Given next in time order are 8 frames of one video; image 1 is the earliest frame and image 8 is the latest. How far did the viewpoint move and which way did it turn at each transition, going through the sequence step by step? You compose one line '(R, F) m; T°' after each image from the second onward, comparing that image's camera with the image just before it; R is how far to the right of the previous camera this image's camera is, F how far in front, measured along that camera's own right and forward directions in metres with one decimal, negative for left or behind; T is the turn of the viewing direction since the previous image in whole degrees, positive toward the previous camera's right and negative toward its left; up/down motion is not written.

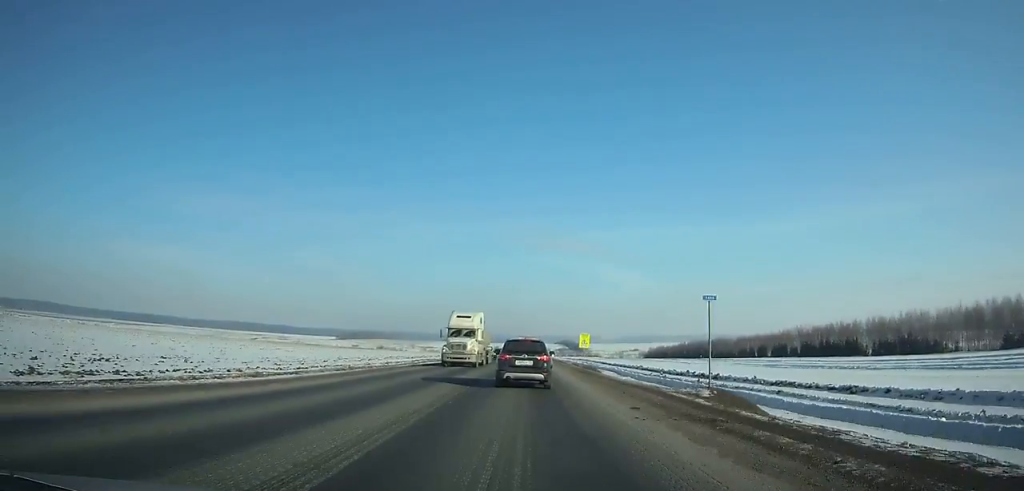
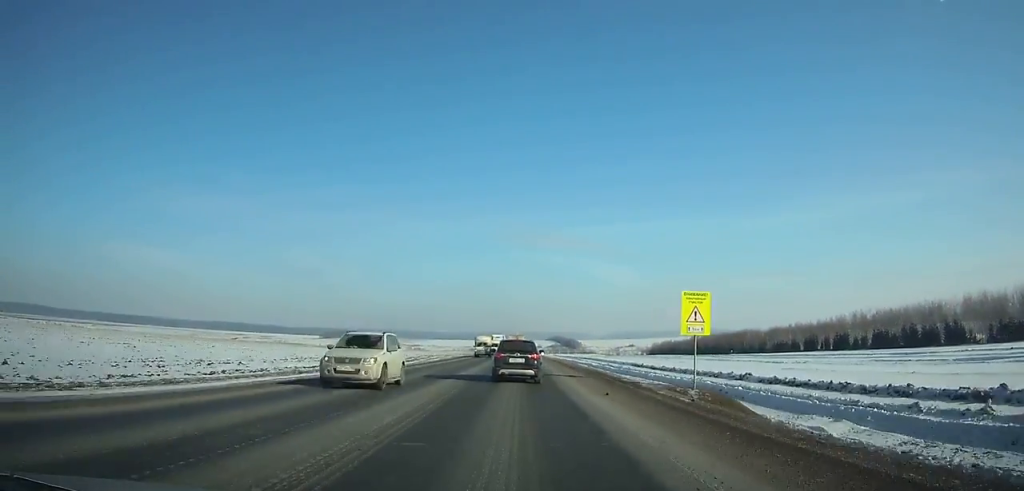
(+0.2, +52.0) m; 0°
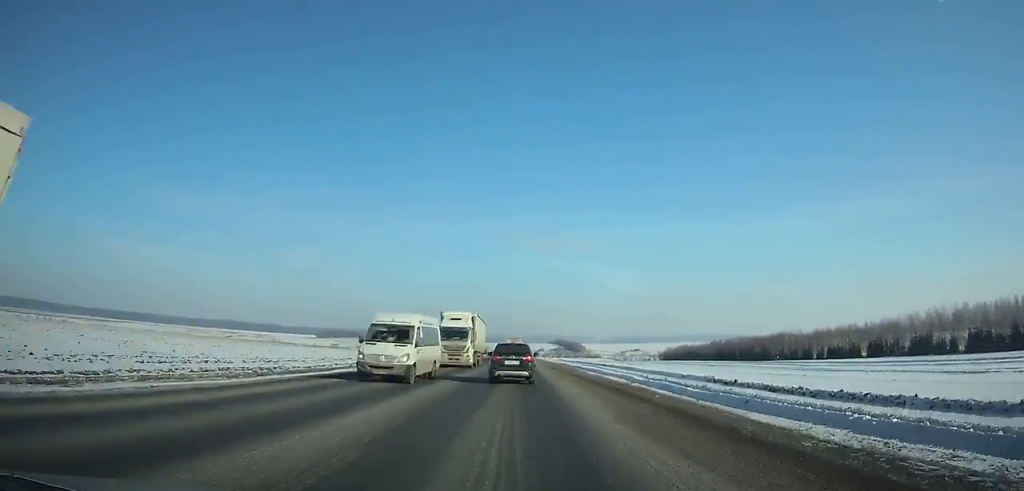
(0.0, +39.0) m; 0°
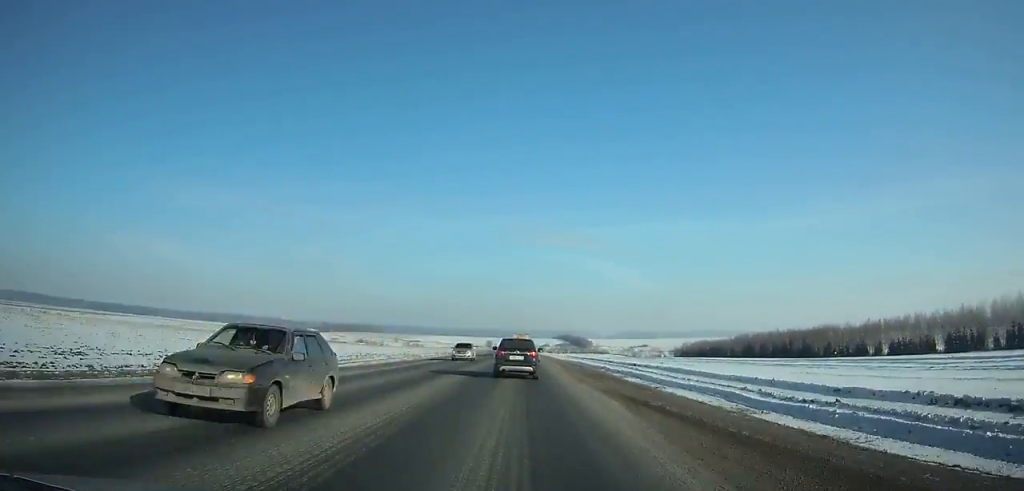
(-0.1, +32.4) m; 0°
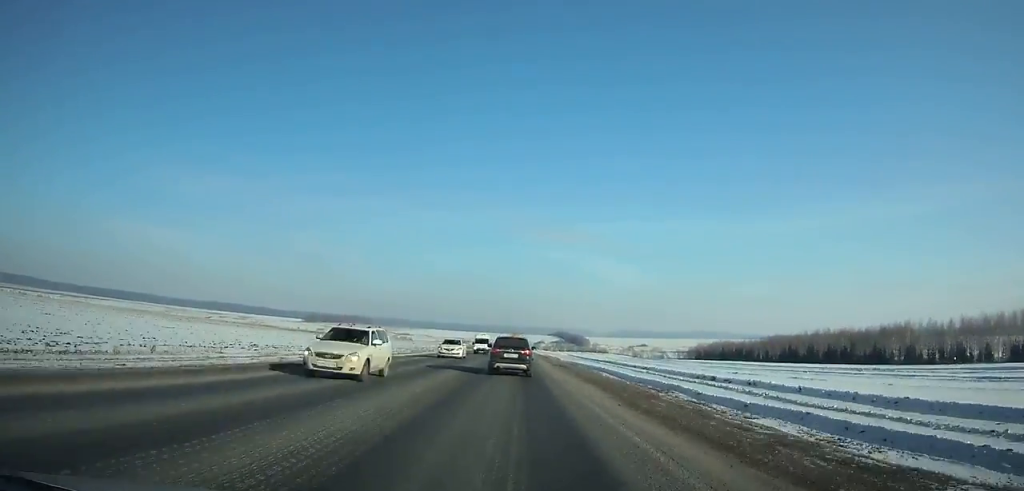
(0.0, +48.0) m; 0°
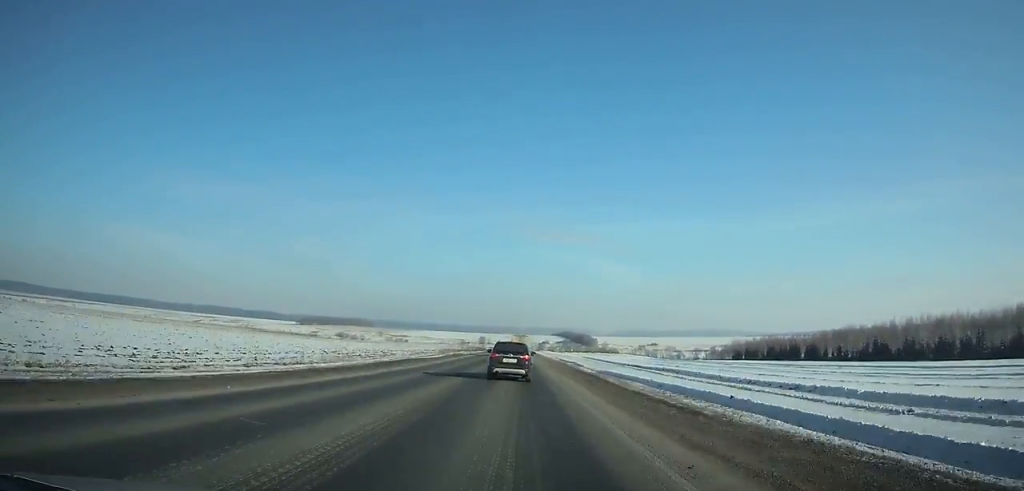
(-0.1, +54.6) m; 0°
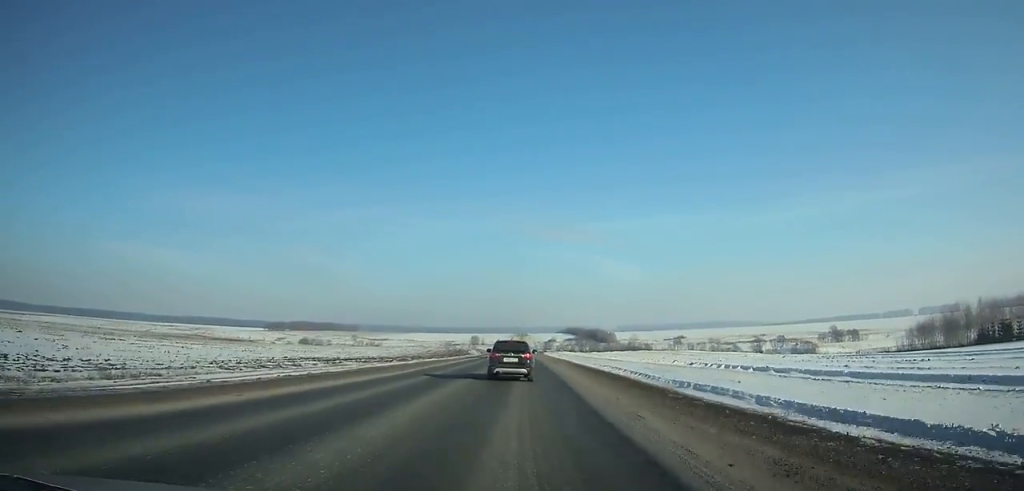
(+0.6, +164.0) m; 0°
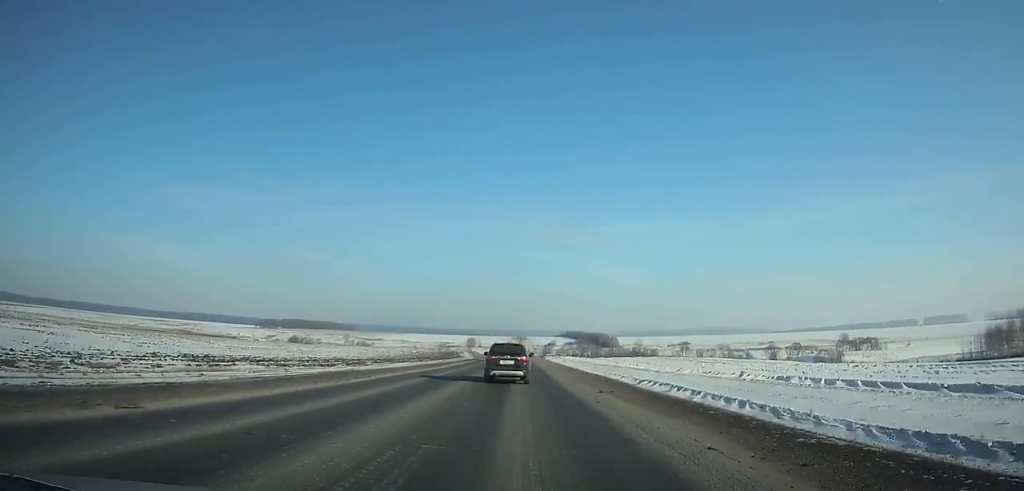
(0.0, +30.1) m; 0°
